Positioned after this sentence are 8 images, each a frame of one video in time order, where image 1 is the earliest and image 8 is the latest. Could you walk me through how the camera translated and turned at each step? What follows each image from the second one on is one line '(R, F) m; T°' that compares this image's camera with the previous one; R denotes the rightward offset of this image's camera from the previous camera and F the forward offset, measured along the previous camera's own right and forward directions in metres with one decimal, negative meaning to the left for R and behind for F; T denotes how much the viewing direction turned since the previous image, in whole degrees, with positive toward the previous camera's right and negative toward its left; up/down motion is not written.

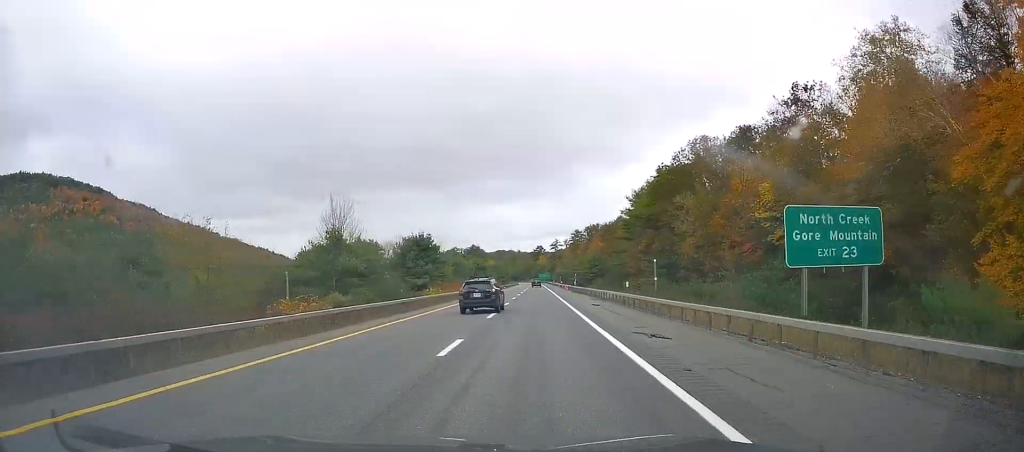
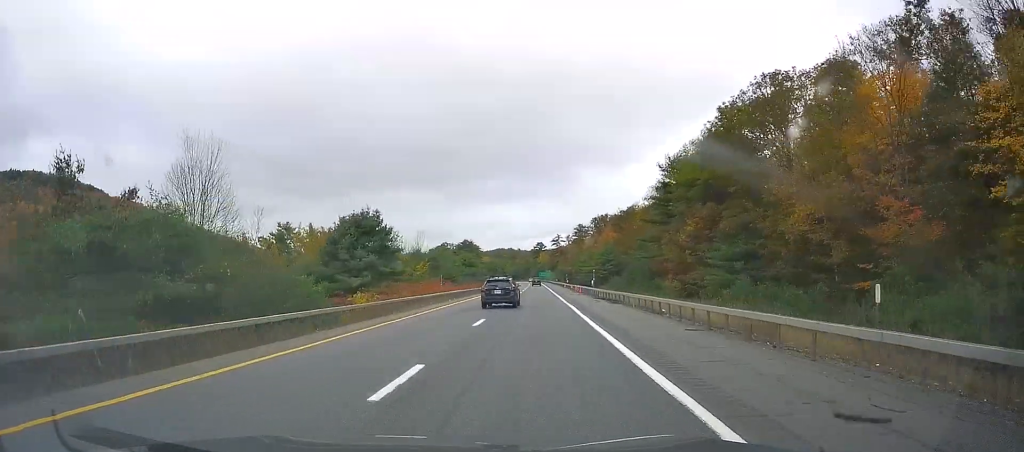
(0.0, +29.2) m; 0°
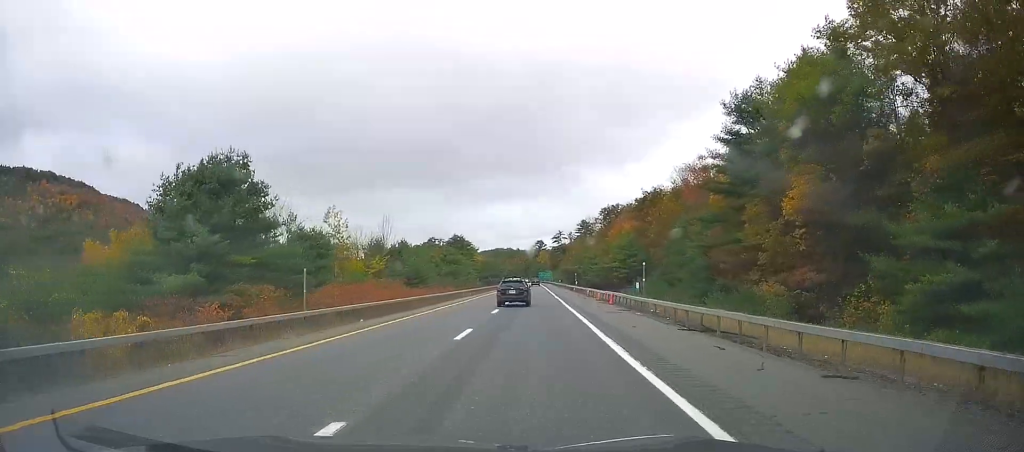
(0.0, +28.6) m; 0°
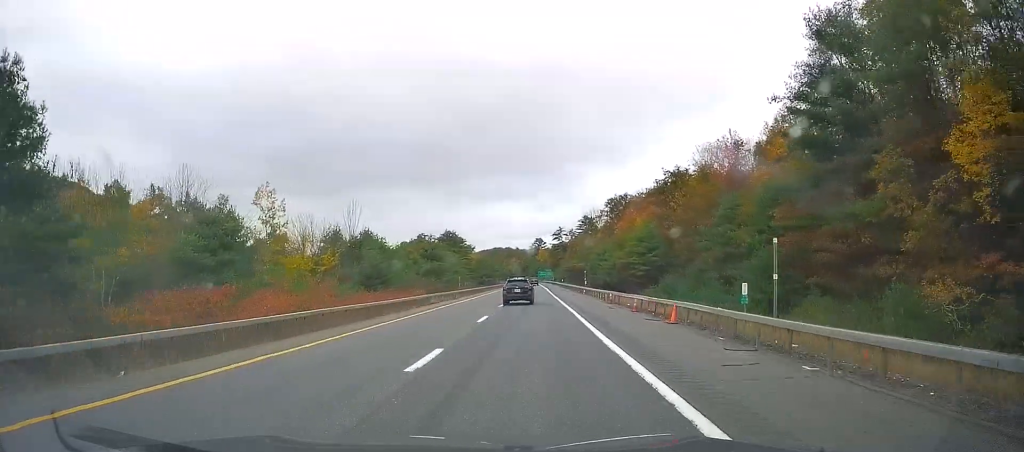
(+0.1, +18.0) m; 0°
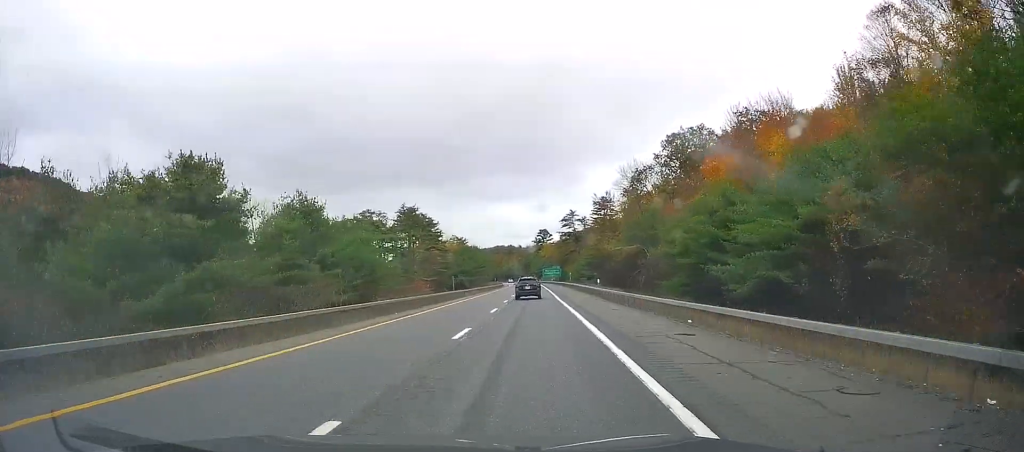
(-0.3, +67.7) m; 0°
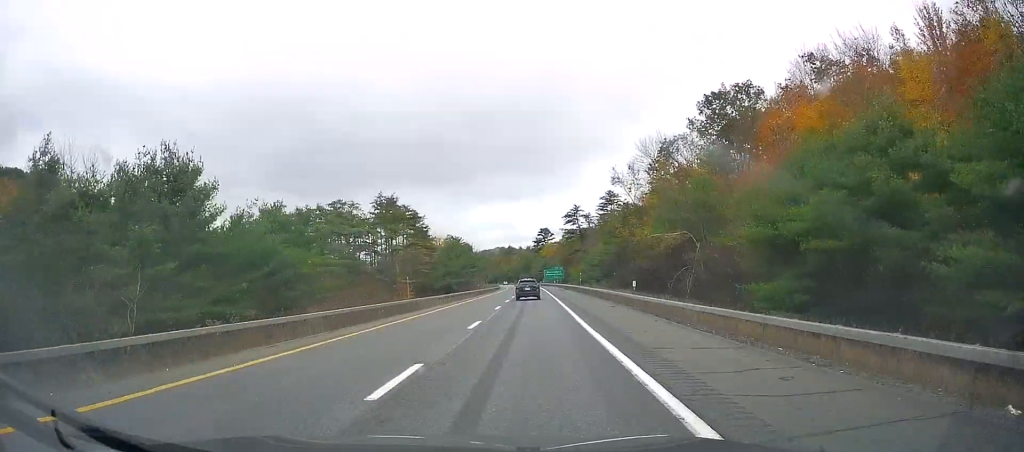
(+0.1, +20.0) m; 0°
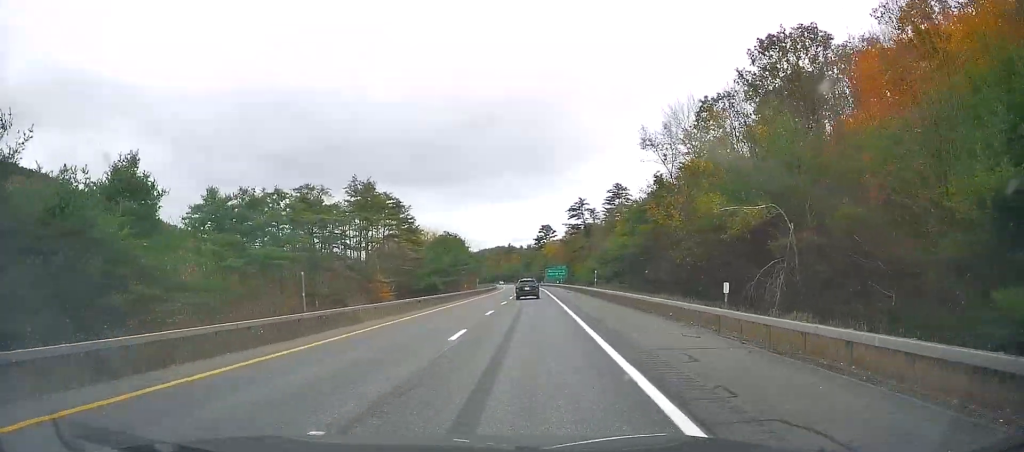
(+0.3, +16.9) m; 0°
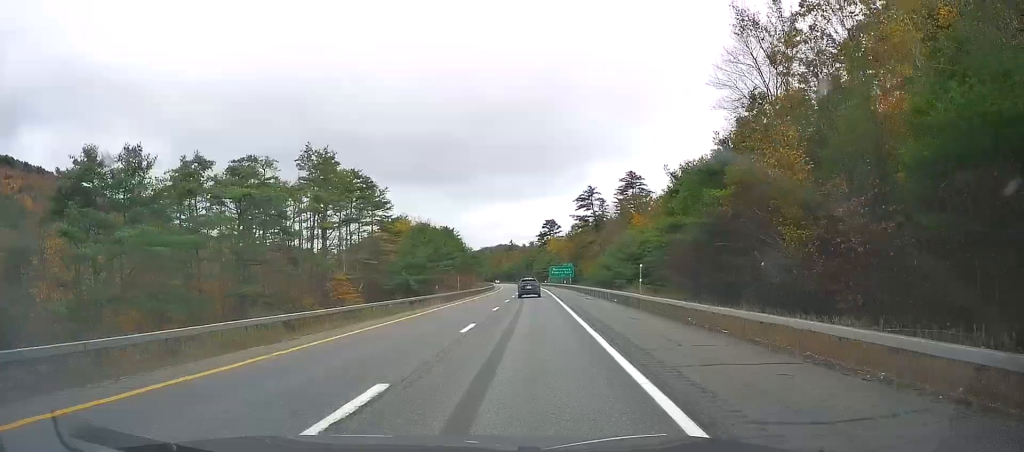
(-0.3, +21.4) m; 0°
